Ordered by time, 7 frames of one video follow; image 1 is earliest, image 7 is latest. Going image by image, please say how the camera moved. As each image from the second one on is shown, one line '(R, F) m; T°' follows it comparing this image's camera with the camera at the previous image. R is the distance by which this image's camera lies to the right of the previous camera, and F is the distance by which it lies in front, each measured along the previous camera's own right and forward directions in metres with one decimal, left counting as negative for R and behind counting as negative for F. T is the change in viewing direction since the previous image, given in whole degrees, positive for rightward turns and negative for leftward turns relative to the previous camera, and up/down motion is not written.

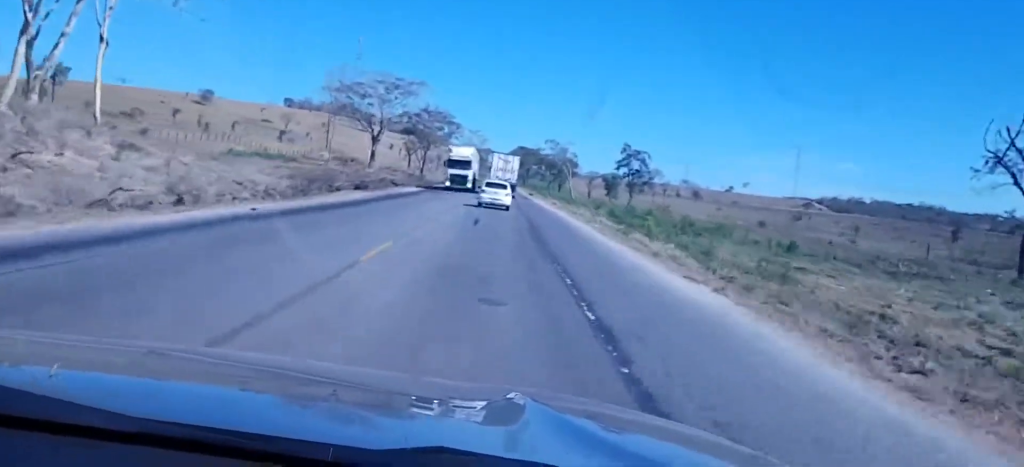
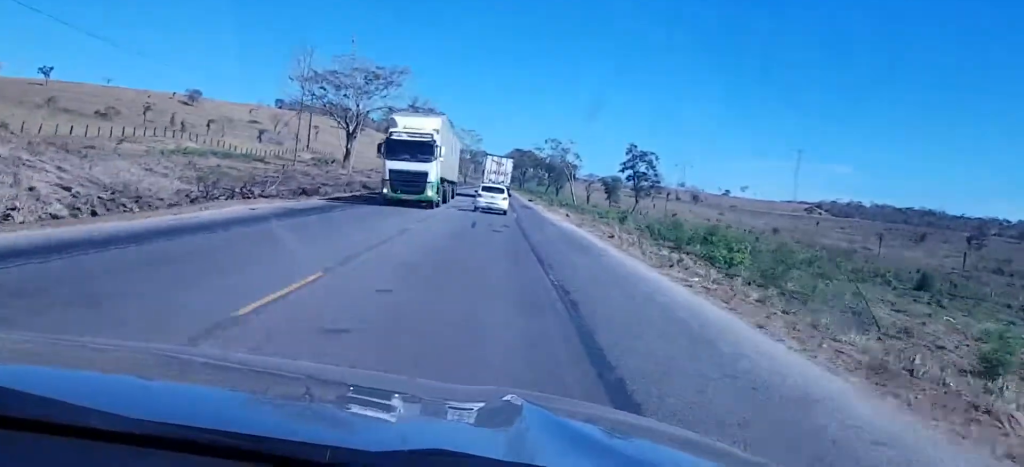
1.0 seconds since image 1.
(0.0, +22.4) m; -1°
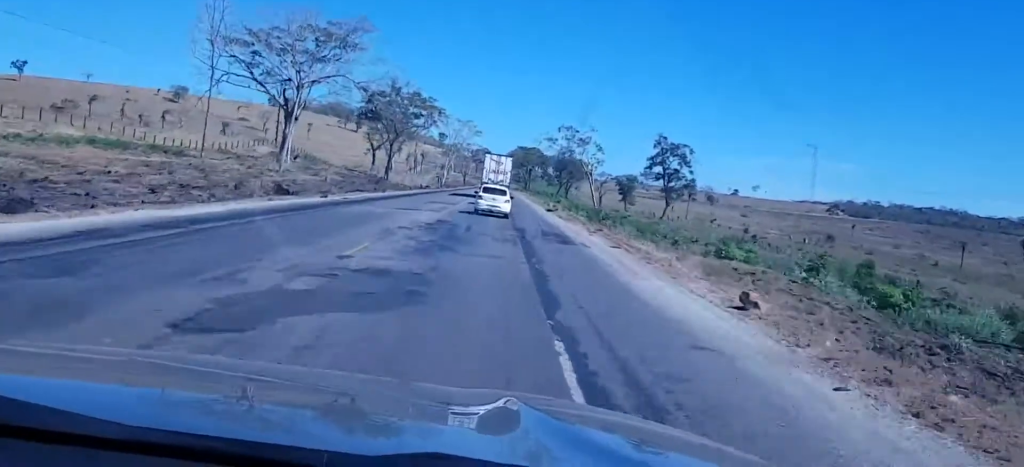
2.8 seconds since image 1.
(+0.3, +42.2) m; +1°
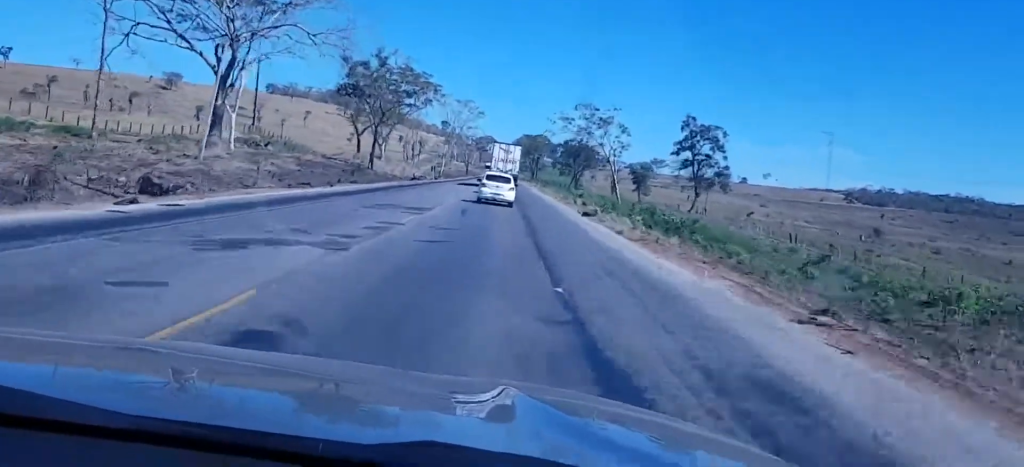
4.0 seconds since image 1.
(-0.5, +25.8) m; -1°
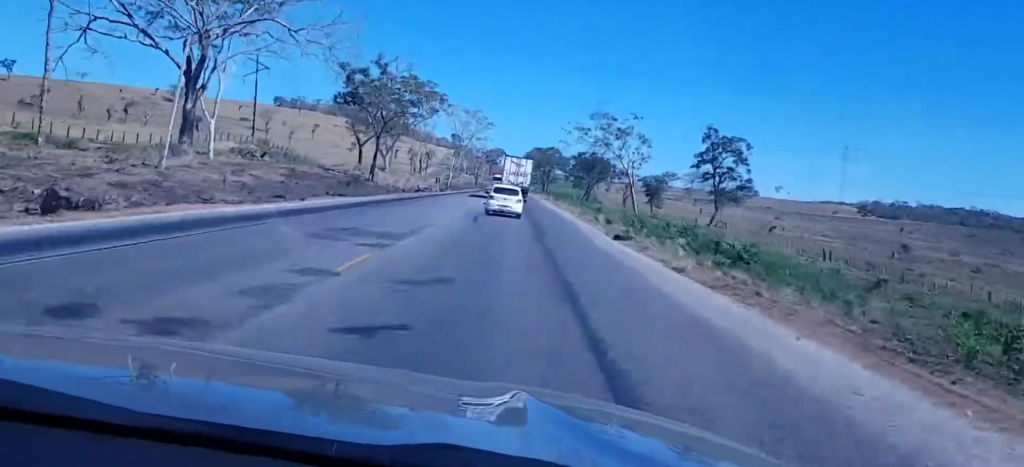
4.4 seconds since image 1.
(0.0, +9.7) m; 0°
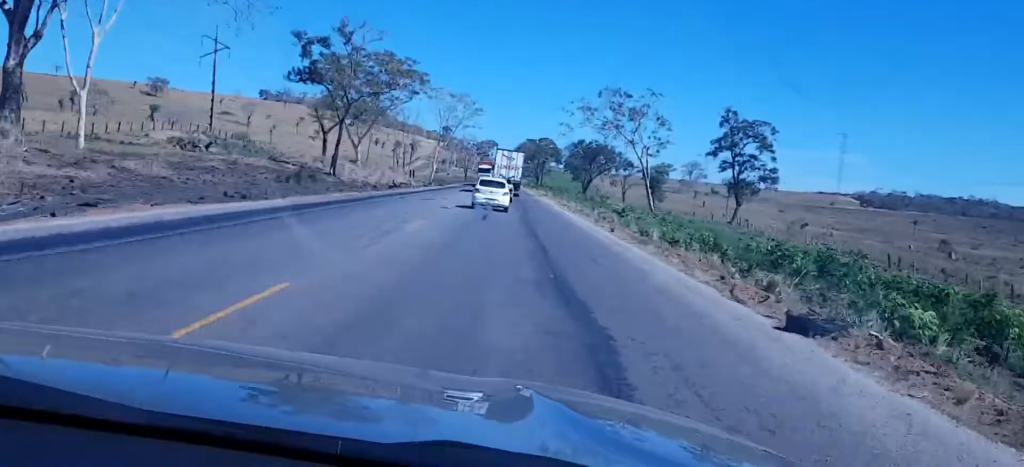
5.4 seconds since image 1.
(0.0, +22.0) m; 0°
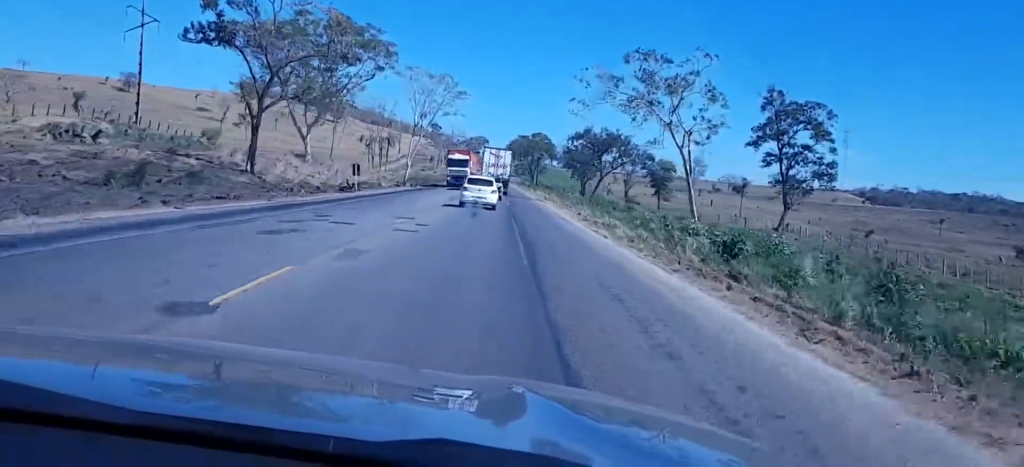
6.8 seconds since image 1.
(0.0, +30.9) m; 0°
